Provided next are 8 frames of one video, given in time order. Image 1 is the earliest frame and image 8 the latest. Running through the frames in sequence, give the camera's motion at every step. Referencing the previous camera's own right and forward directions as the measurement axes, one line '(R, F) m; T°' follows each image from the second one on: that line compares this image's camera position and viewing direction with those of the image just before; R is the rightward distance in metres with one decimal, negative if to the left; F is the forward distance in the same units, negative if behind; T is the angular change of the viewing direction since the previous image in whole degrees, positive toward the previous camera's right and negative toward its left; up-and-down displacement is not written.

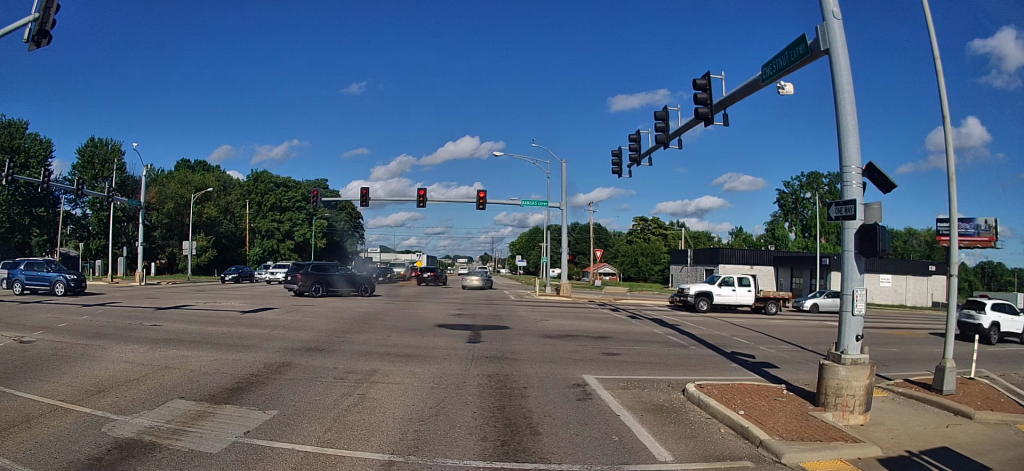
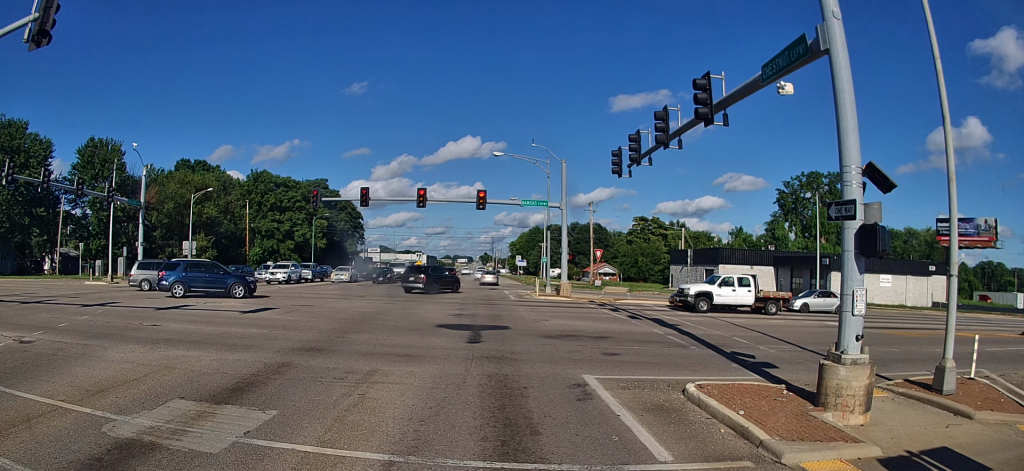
(0.0, 0.0) m; 0°
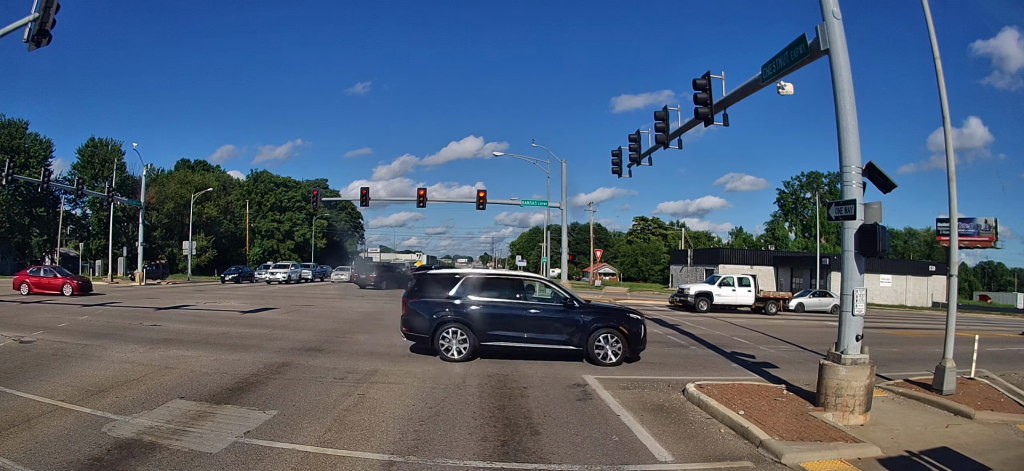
(0.0, 0.0) m; 0°
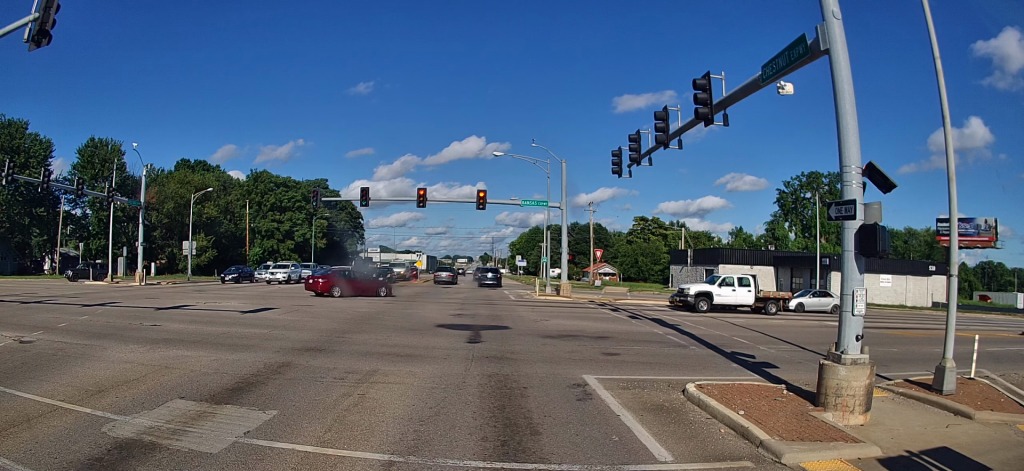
(0.0, 0.0) m; 0°
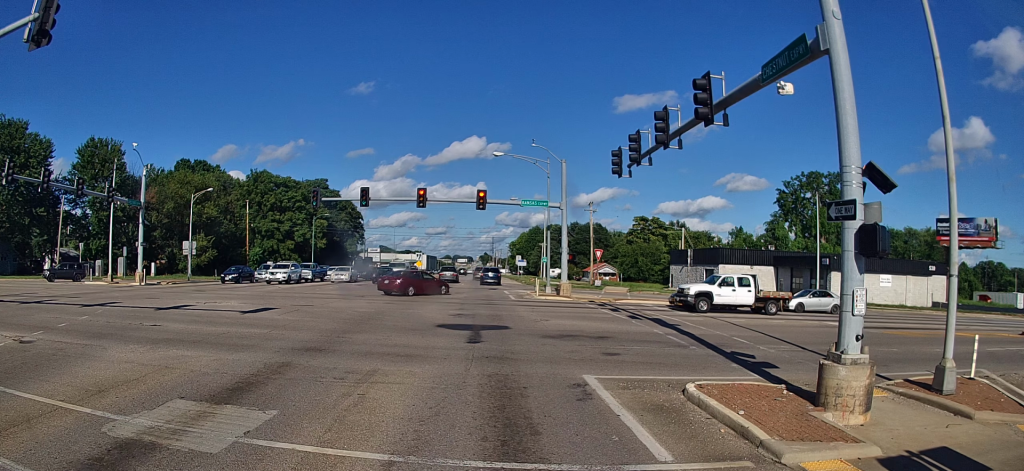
(0.0, 0.0) m; 0°
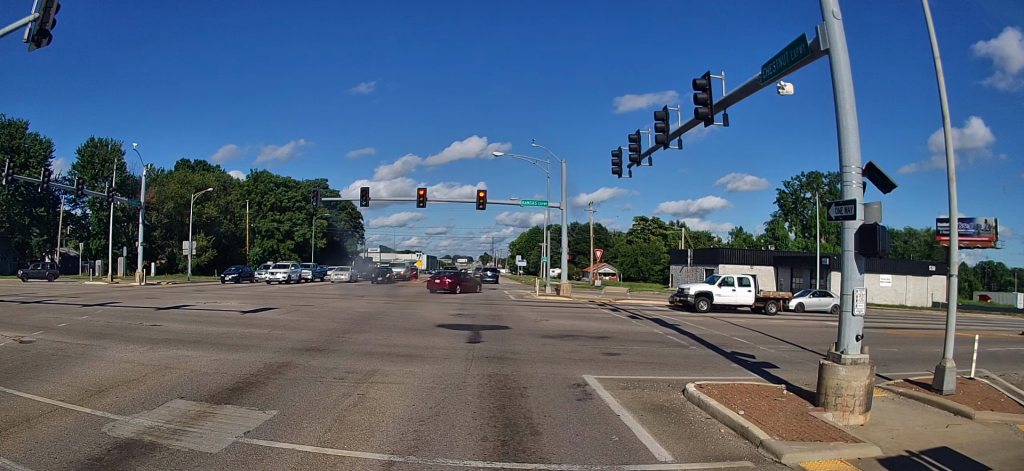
(0.0, 0.0) m; 0°
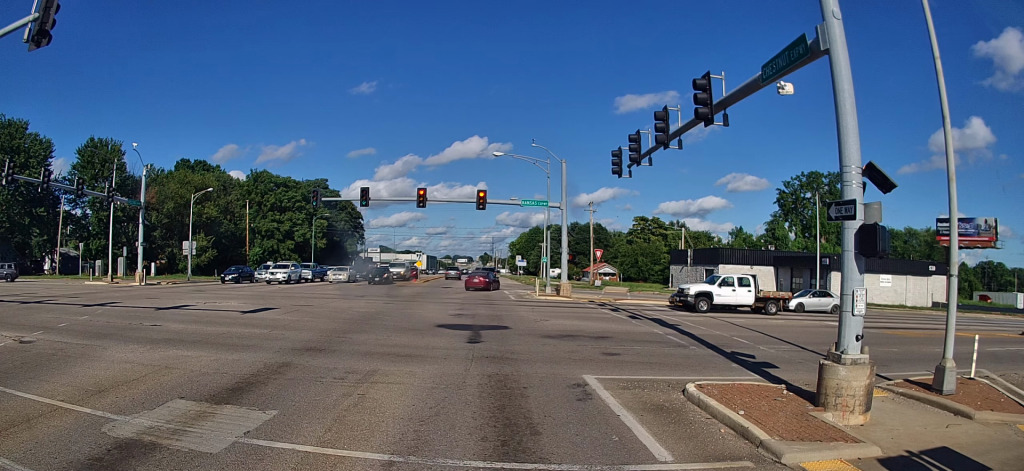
(0.0, 0.0) m; 0°
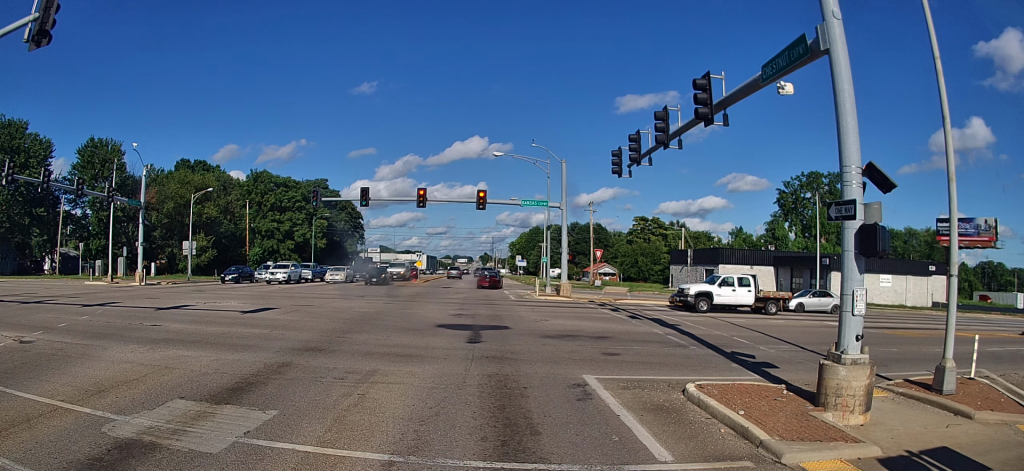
(0.0, 0.0) m; 0°
